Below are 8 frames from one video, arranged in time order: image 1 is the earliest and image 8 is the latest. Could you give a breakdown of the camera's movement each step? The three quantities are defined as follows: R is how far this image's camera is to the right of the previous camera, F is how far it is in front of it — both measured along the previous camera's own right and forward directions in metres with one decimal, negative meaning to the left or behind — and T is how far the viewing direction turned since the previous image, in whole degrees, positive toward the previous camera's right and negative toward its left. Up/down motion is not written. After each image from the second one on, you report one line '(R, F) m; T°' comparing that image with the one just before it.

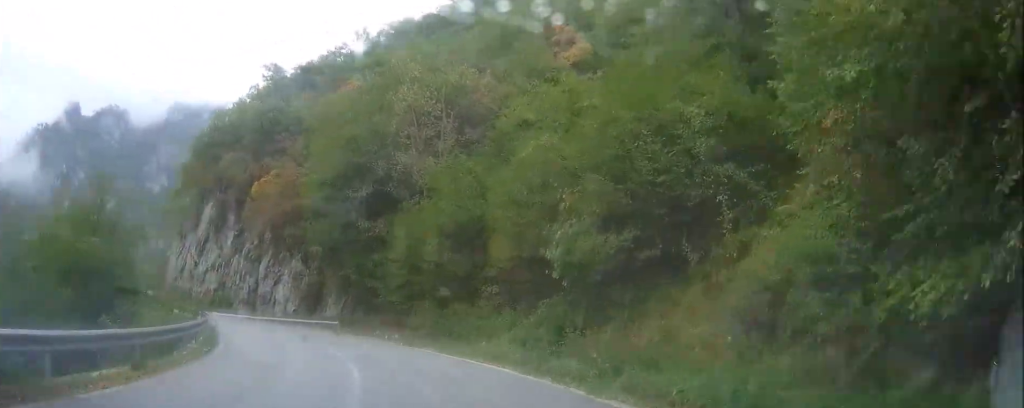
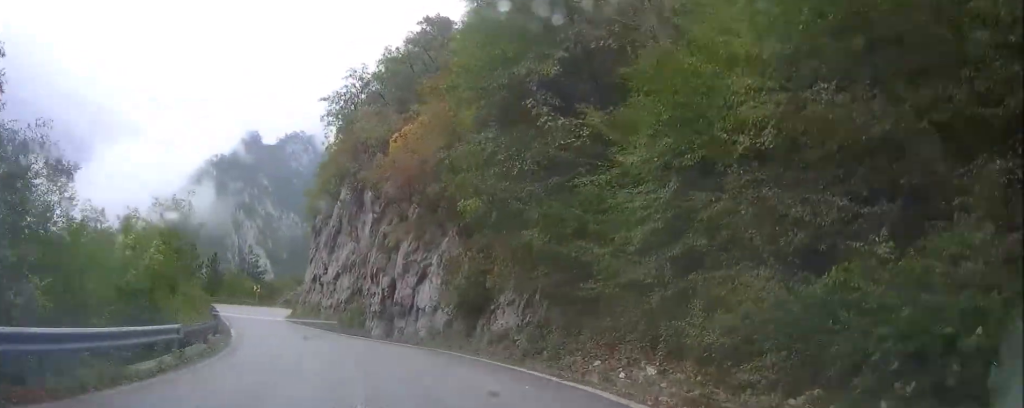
(-3.1, +19.4) m; -18°
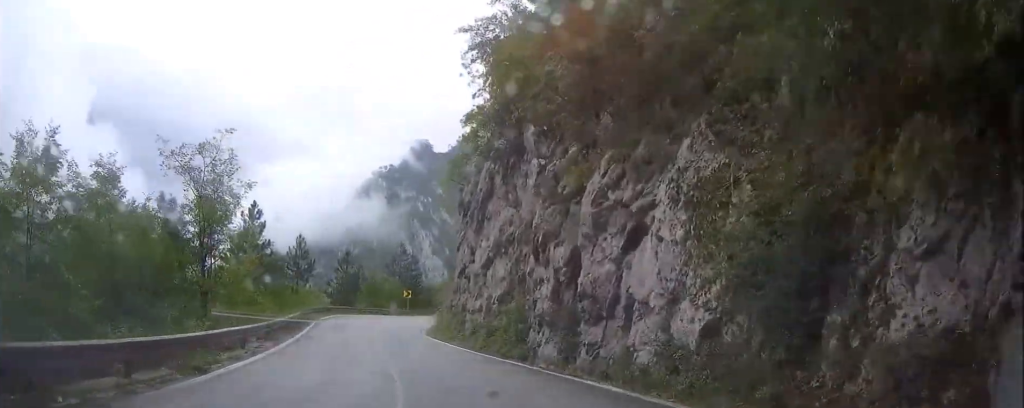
(-1.8, +15.1) m; -16°
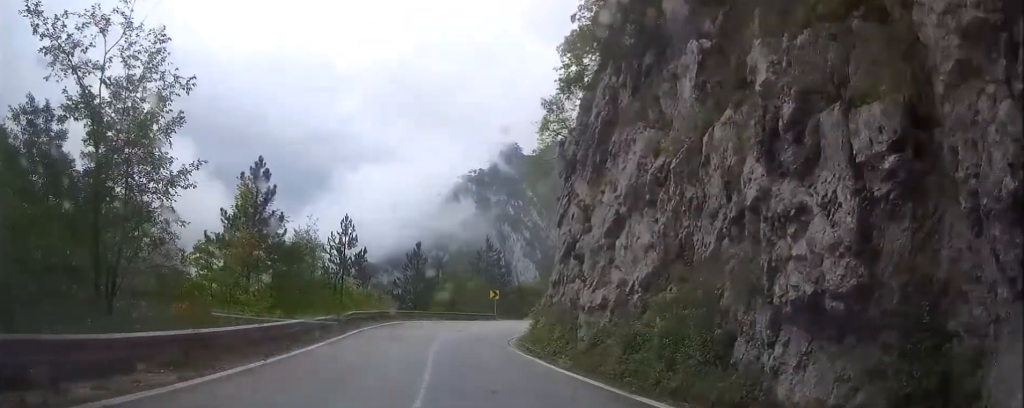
(-1.3, +12.6) m; -7°
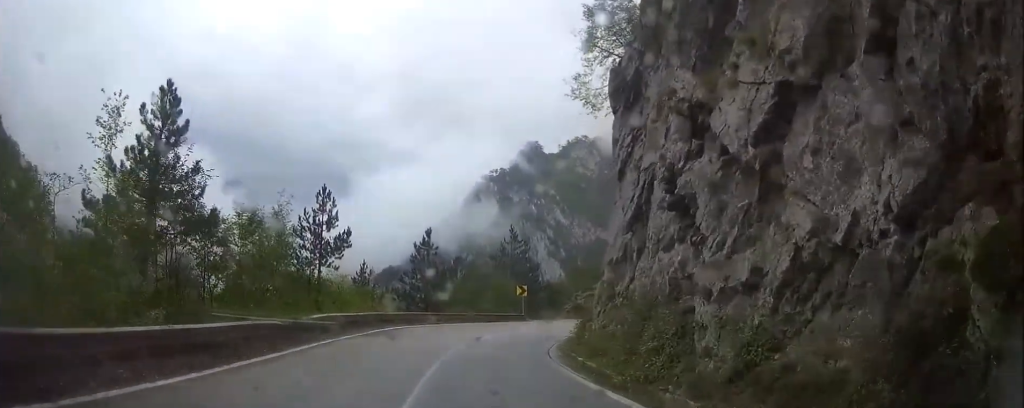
(-0.3, +10.4) m; -2°
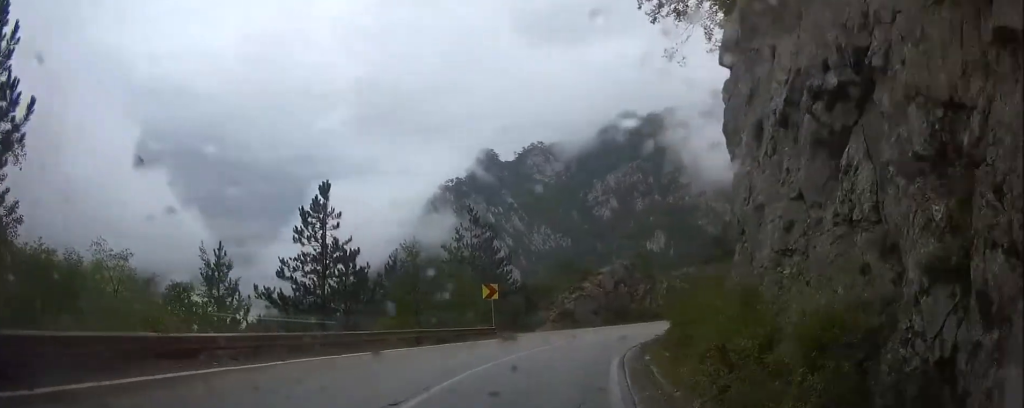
(0.0, +20.5) m; +3°
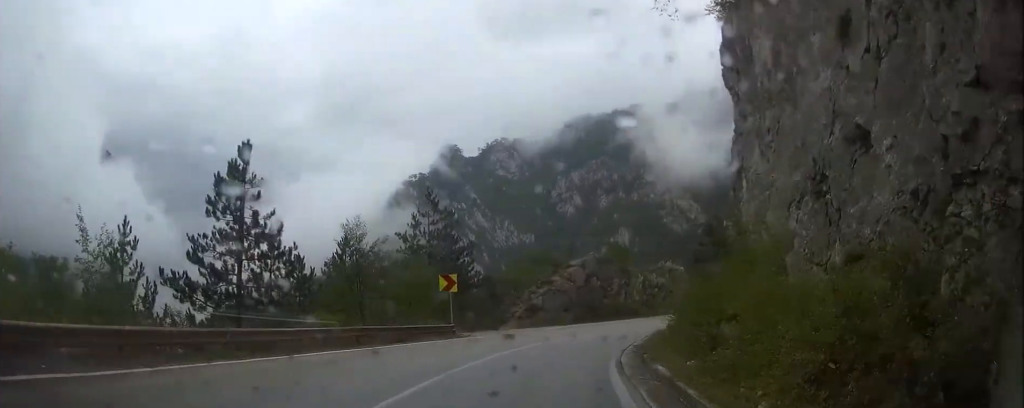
(0.0, +4.8) m; +3°
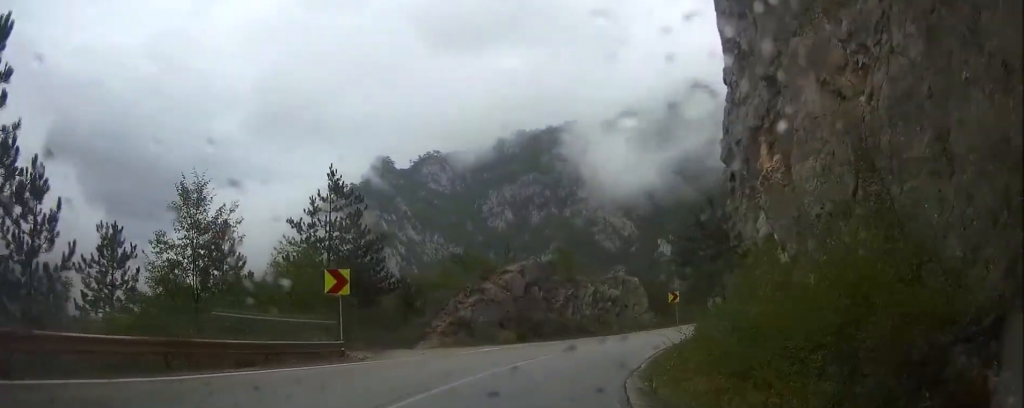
(+0.5, +9.1) m; +7°
